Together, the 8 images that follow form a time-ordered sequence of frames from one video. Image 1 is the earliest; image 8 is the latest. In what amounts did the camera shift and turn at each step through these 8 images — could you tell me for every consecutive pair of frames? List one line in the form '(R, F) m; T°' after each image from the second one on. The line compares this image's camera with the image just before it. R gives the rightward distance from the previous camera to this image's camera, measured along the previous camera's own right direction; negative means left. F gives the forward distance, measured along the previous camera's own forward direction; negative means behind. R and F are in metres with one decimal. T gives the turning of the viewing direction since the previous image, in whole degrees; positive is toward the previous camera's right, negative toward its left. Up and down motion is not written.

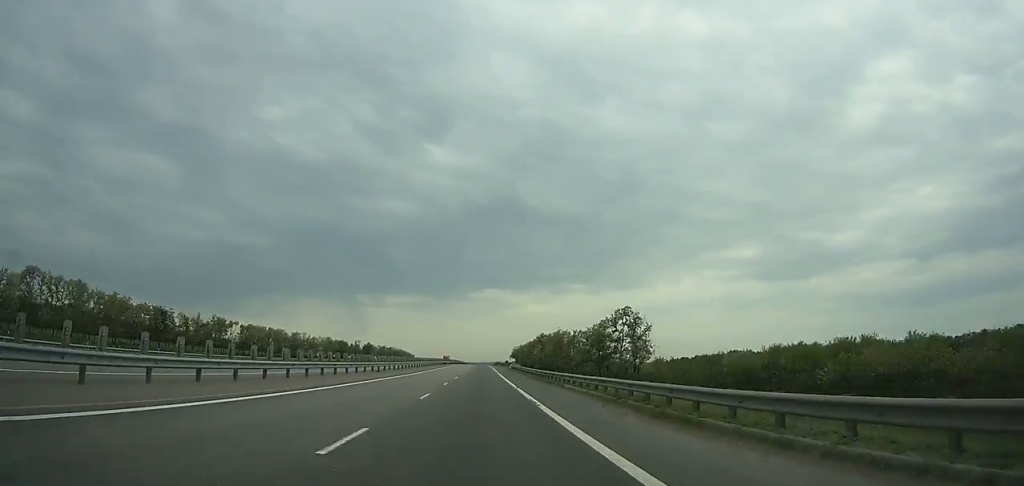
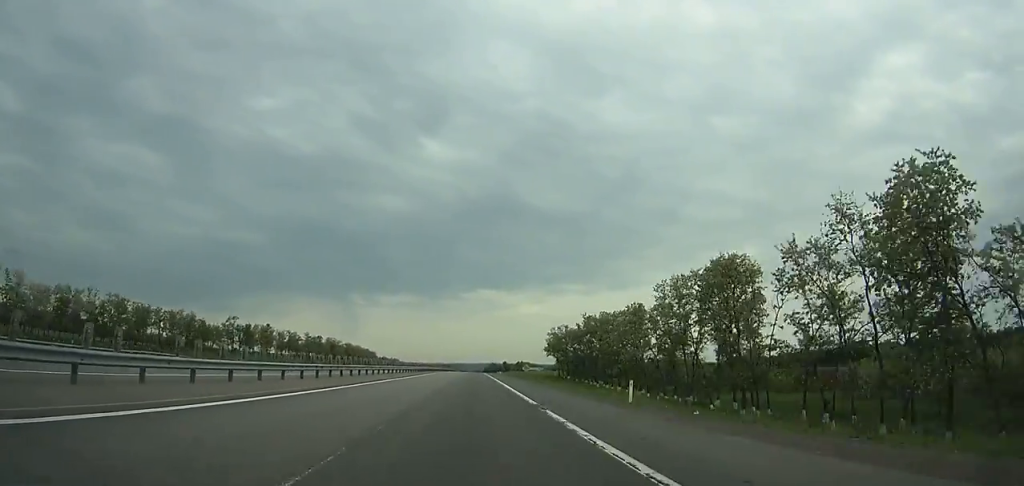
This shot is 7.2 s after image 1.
(-0.5, +195.9) m; 0°
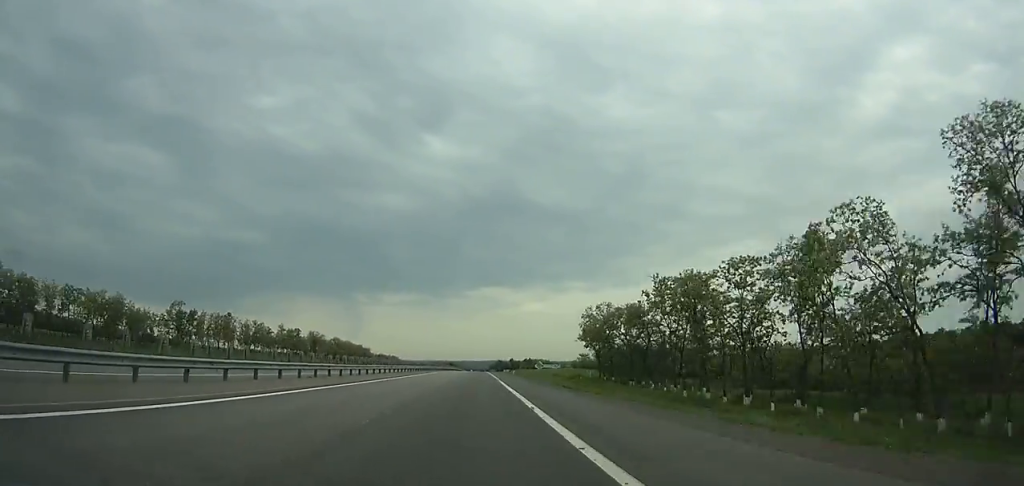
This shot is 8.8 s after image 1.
(+0.2, +42.8) m; 0°
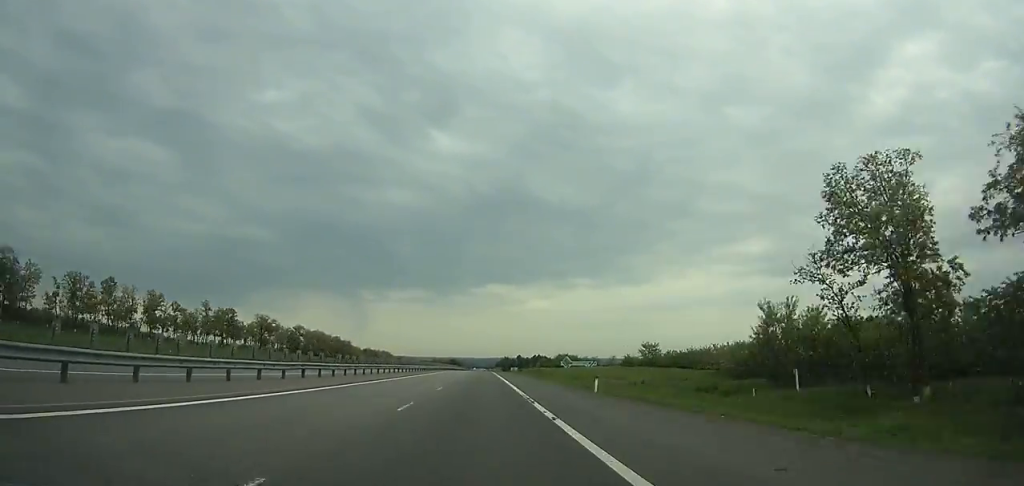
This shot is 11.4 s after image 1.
(+0.1, +69.7) m; 0°
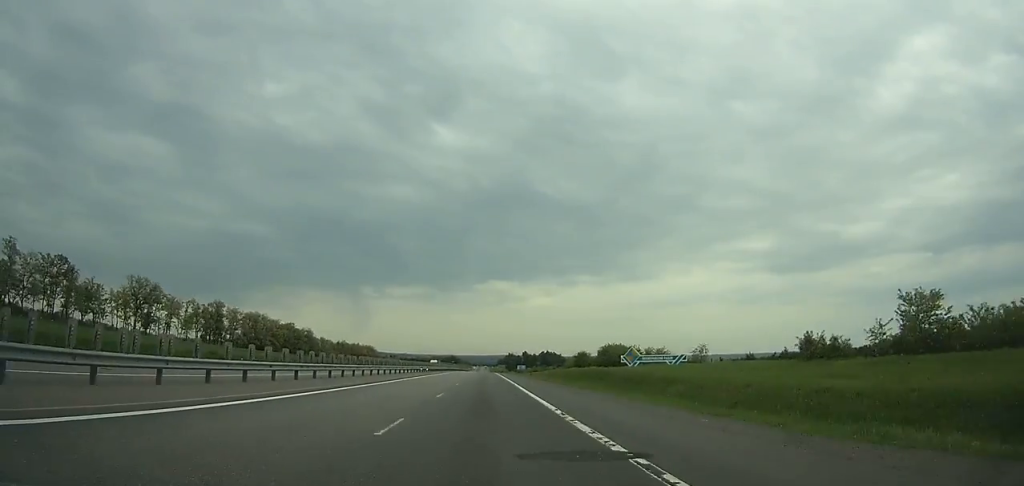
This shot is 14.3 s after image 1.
(-0.3, +77.6) m; 0°
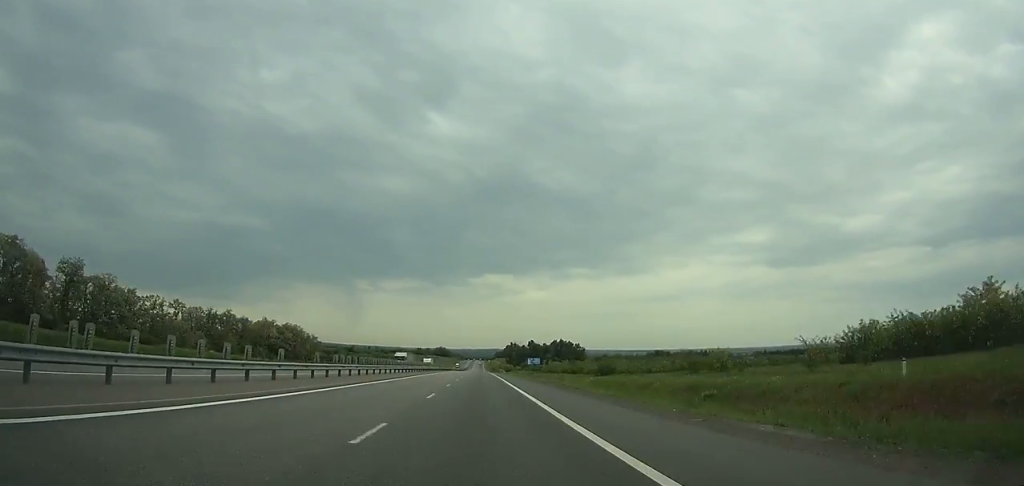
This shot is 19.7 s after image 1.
(+0.8, +144.9) m; 0°
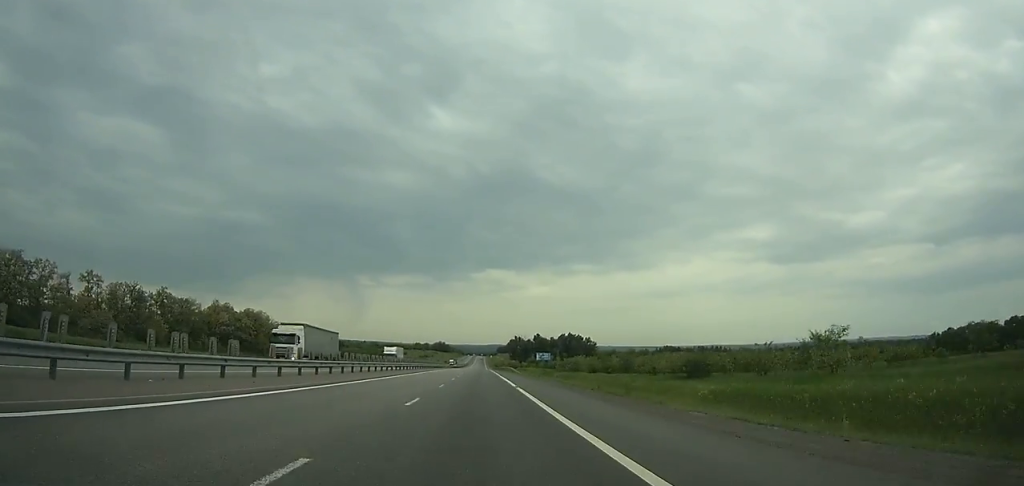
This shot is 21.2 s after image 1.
(0.0, +40.5) m; 0°
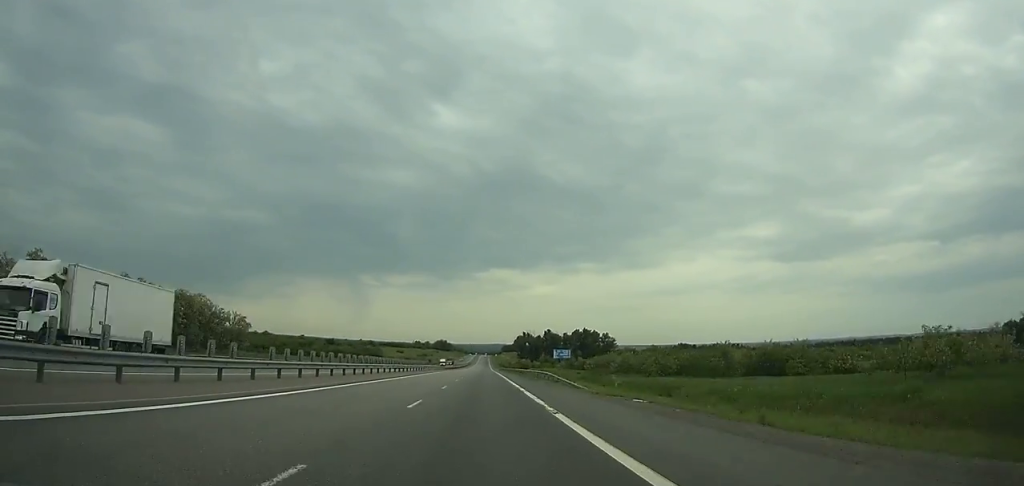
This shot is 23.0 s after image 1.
(0.0, +48.6) m; 0°
